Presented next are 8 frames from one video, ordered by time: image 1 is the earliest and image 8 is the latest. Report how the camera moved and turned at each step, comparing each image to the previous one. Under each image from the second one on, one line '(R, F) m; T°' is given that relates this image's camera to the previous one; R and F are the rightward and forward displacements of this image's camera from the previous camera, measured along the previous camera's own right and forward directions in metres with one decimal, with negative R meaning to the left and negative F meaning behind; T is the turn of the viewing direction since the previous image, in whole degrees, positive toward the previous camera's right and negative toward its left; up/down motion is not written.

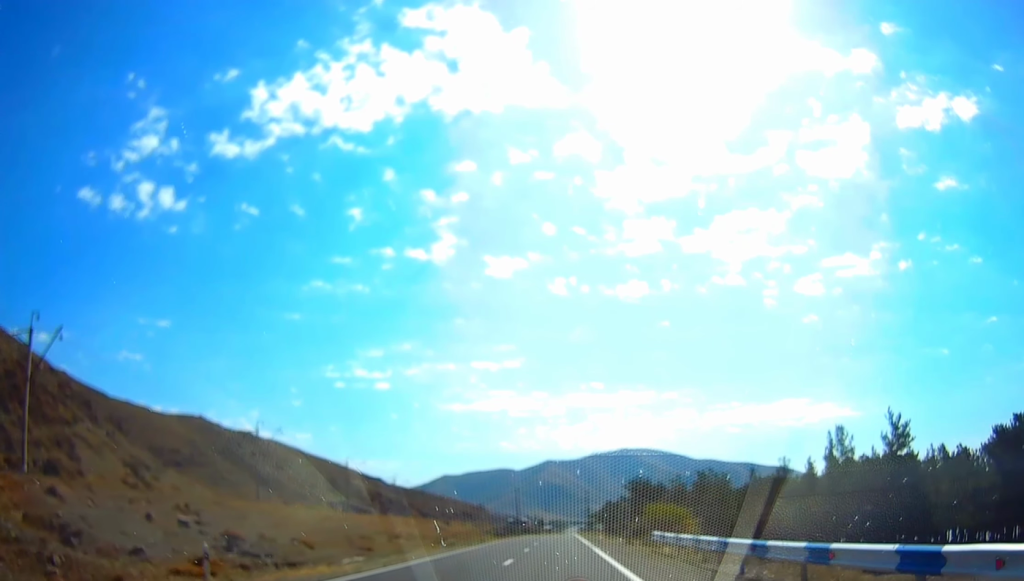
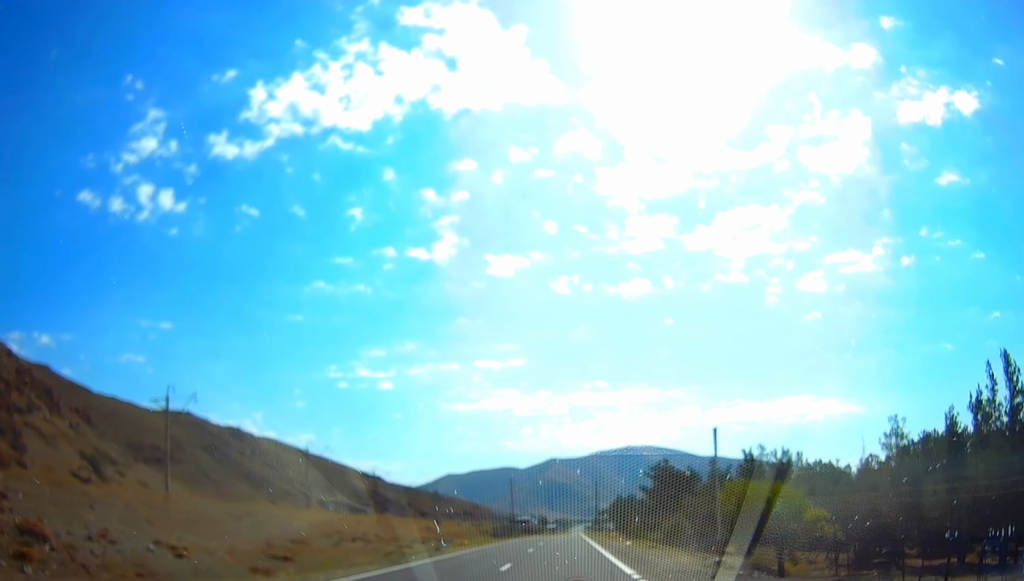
(-0.5, +22.9) m; -3°
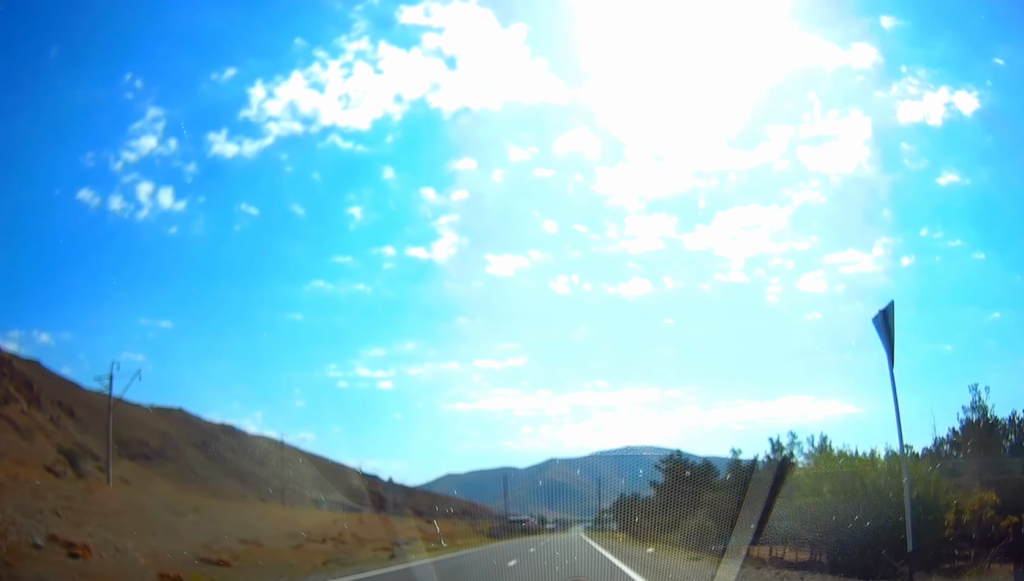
(-0.1, +10.1) m; -1°
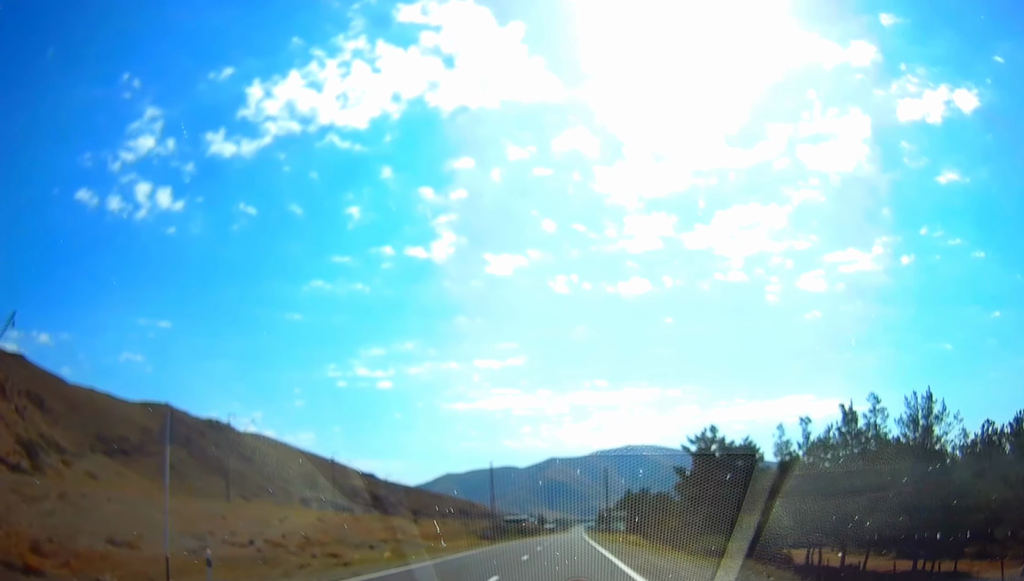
(-0.2, +17.5) m; -1°
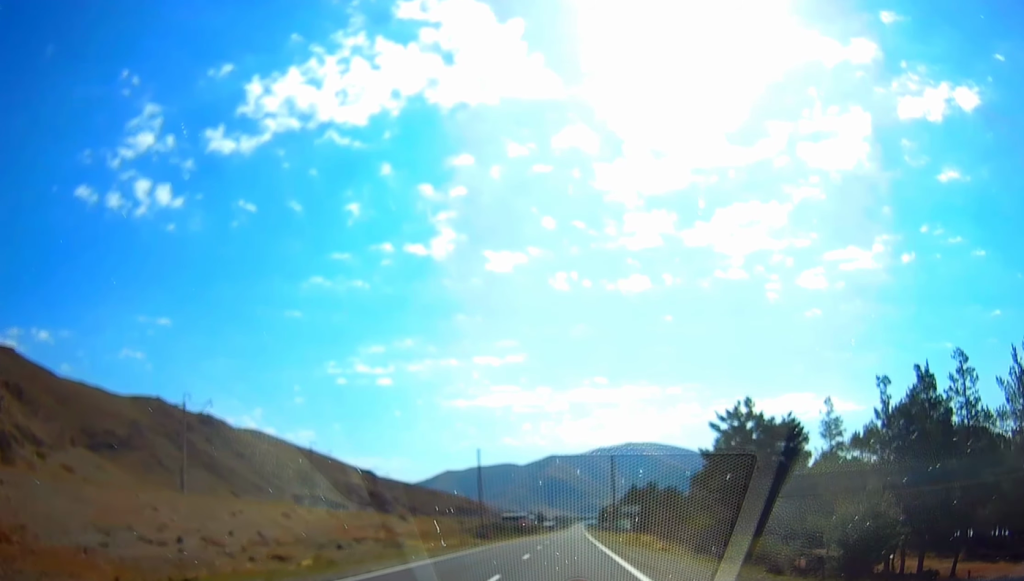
(0.0, +11.4) m; 0°
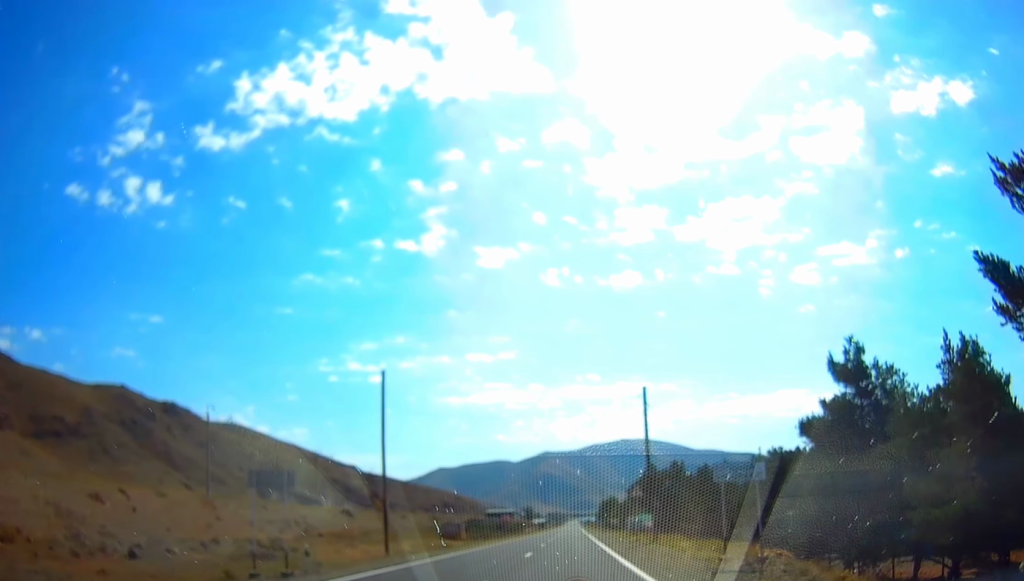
(0.0, +34.0) m; 0°
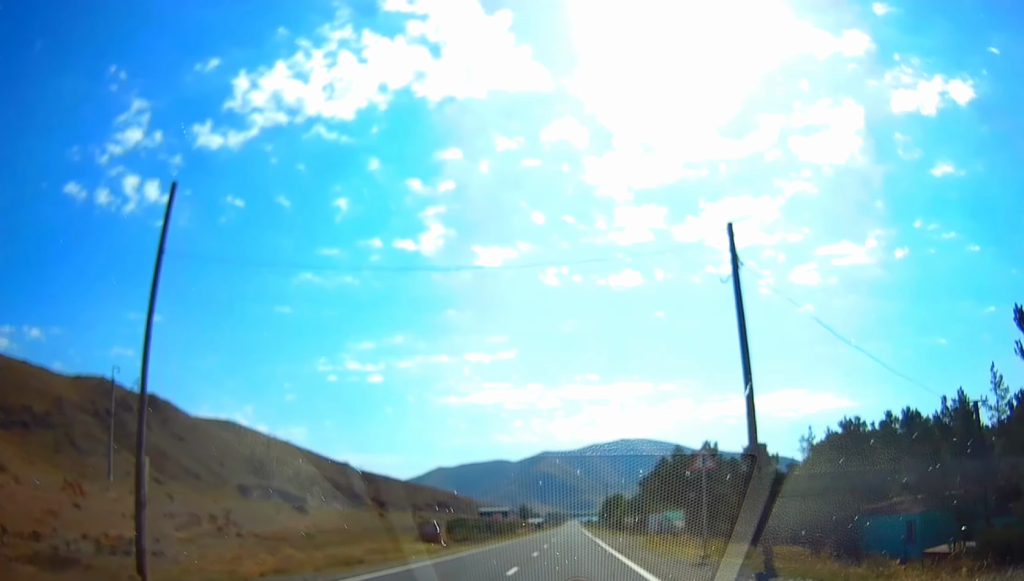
(+0.1, +20.6) m; 0°
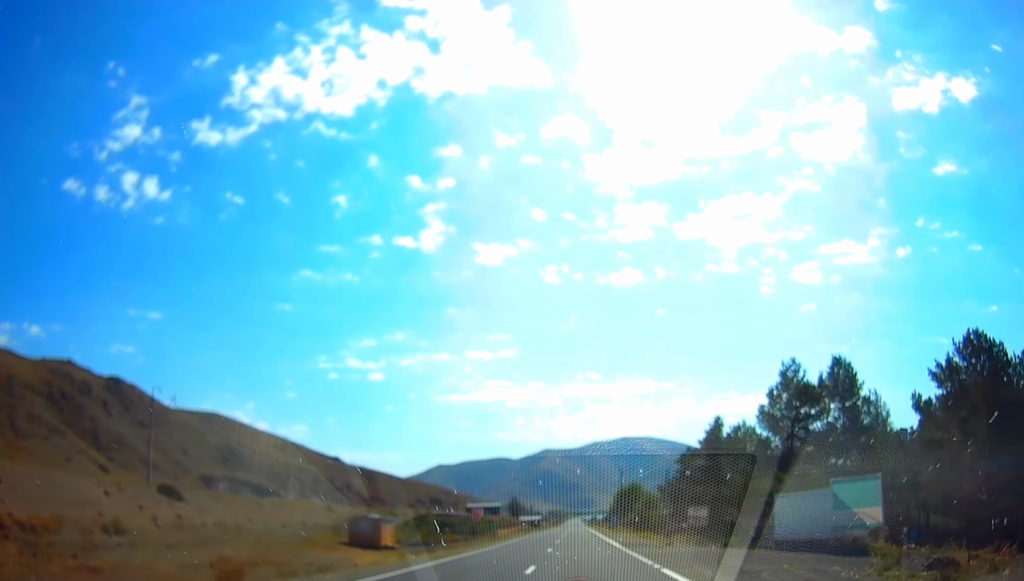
(0.0, +33.8) m; 0°
